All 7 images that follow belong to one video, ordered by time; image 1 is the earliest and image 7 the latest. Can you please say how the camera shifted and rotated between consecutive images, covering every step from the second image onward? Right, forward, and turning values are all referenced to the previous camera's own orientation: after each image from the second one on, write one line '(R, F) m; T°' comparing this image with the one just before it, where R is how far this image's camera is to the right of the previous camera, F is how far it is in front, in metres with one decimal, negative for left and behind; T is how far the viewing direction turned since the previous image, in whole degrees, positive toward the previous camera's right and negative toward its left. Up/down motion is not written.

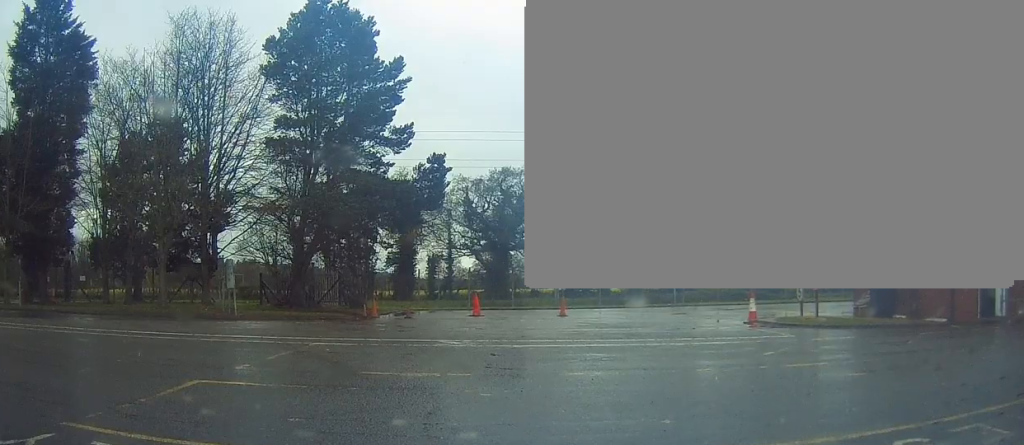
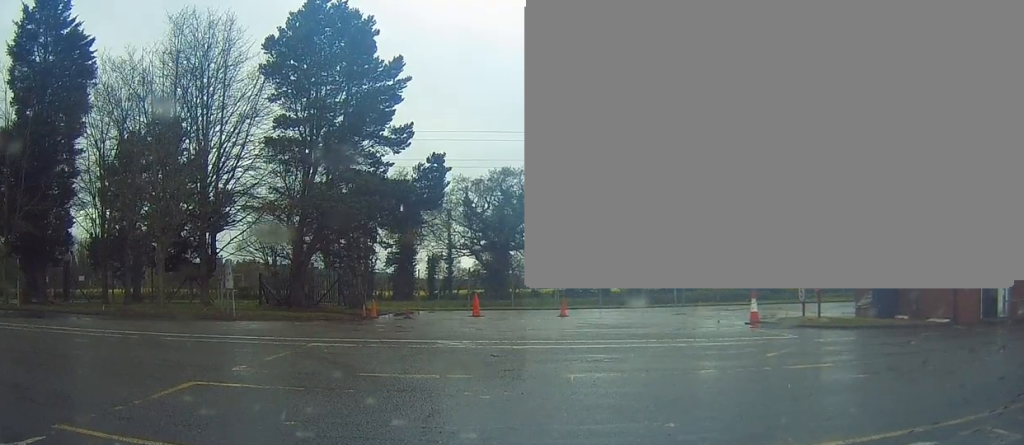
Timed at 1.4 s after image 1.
(-0.3, +0.2) m; 0°
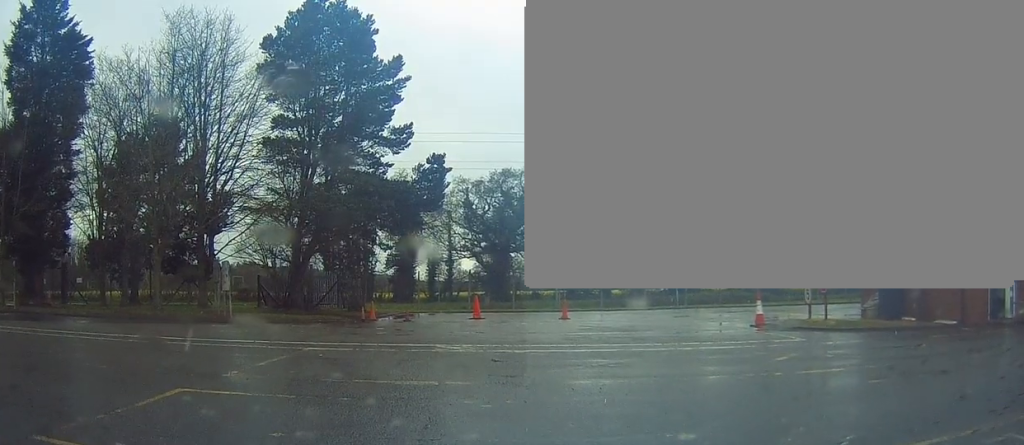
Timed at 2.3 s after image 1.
(+0.1, +0.4) m; 0°
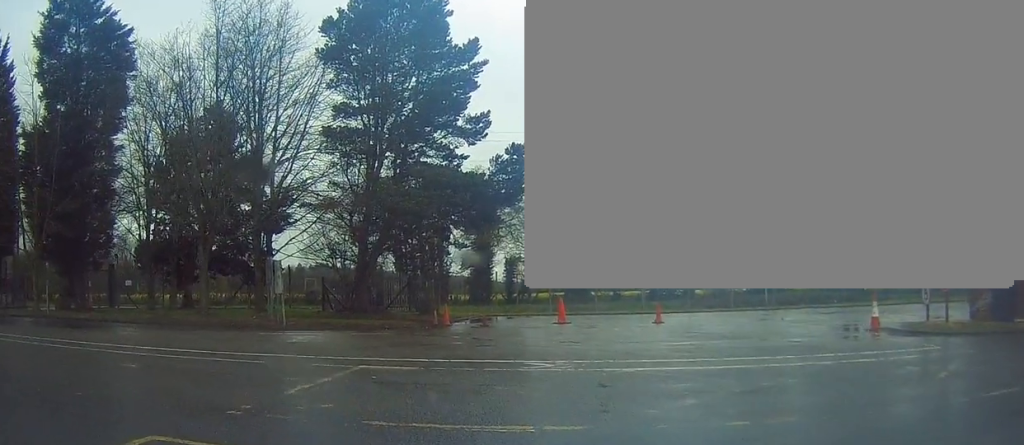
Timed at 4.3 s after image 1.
(+0.7, +2.4) m; -2°
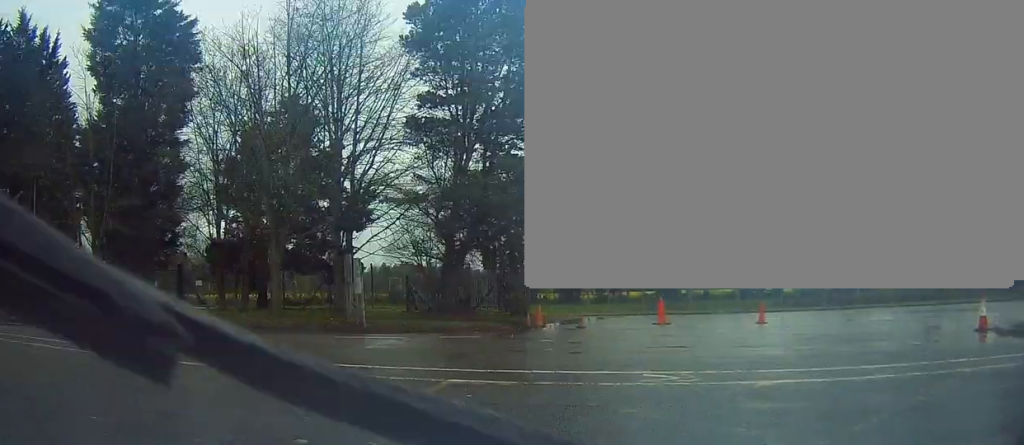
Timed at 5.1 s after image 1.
(-0.4, +1.6) m; -10°
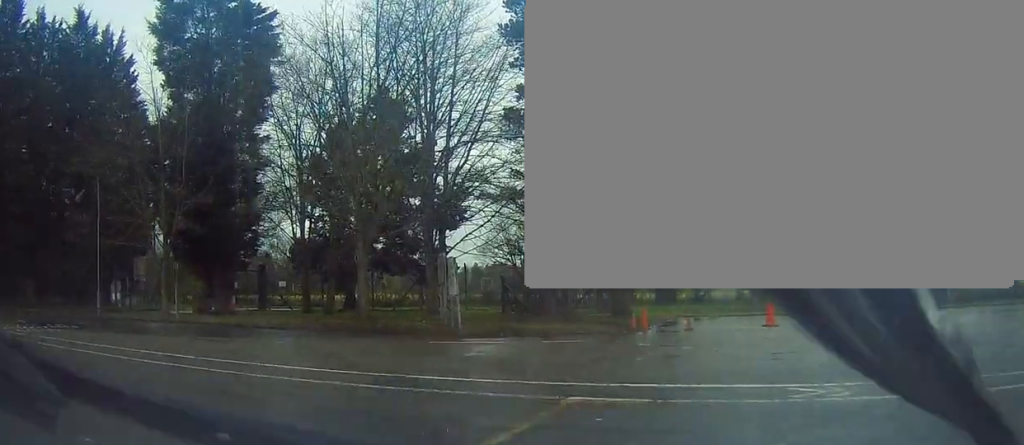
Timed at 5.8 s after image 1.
(+0.1, +1.4) m; -7°
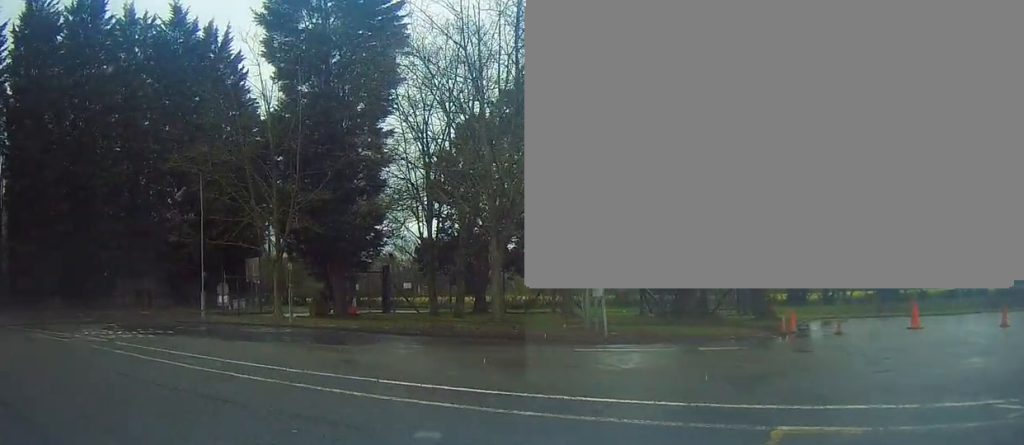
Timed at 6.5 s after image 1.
(-0.1, +1.6) m; -12°
